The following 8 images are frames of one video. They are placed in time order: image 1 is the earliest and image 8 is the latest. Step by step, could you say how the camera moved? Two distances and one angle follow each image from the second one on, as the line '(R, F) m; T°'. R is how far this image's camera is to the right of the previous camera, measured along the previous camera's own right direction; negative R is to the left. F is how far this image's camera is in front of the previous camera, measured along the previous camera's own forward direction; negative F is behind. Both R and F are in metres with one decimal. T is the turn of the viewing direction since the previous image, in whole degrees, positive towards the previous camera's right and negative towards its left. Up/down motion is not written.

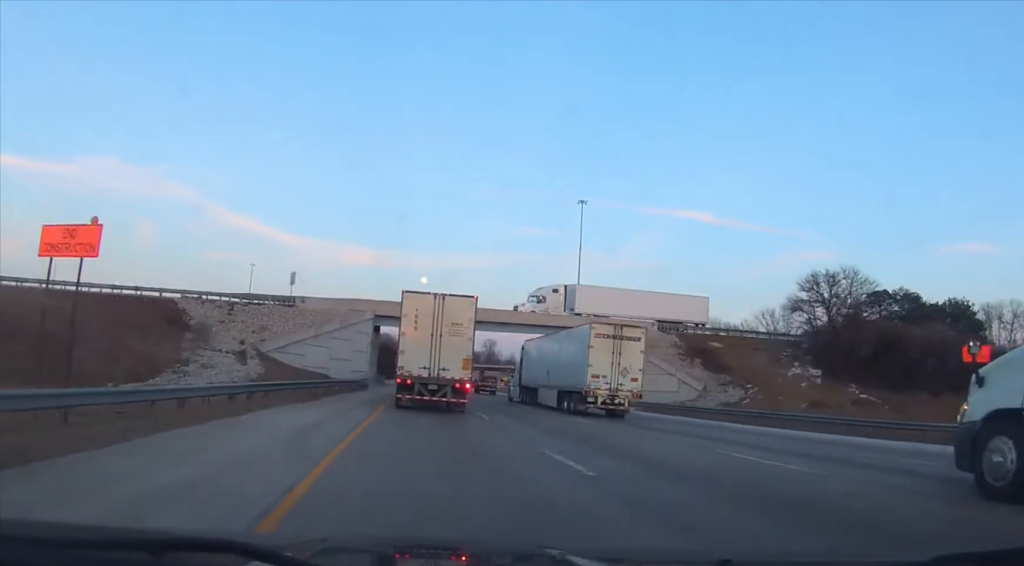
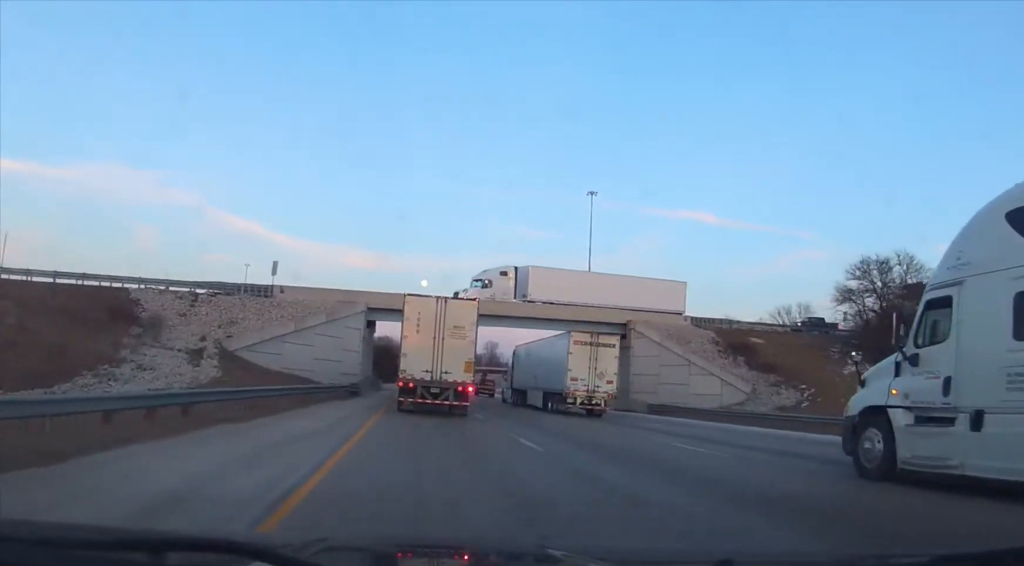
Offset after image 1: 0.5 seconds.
(-0.2, +9.0) m; 0°
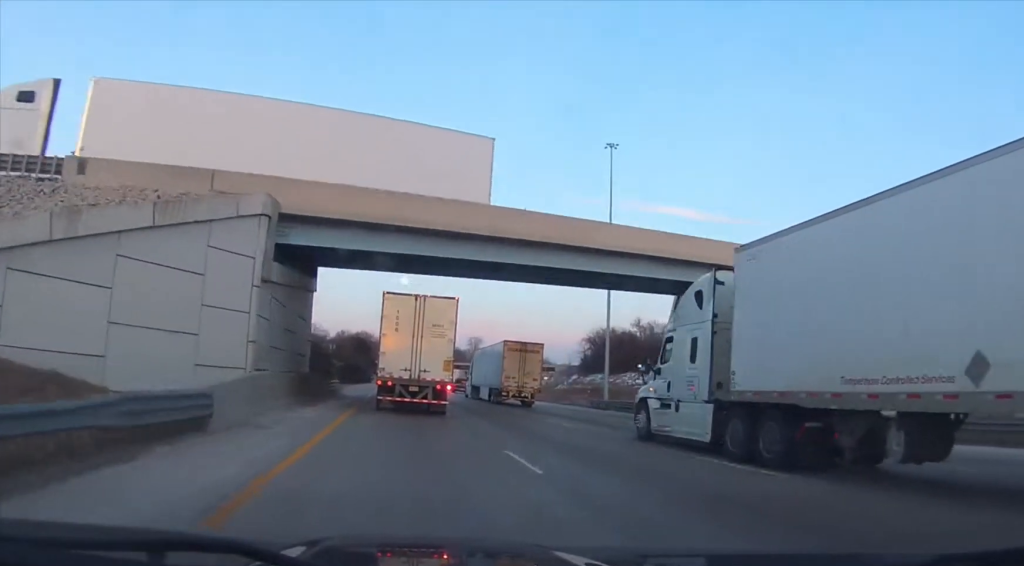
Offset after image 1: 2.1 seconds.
(+0.4, +28.9) m; +1°
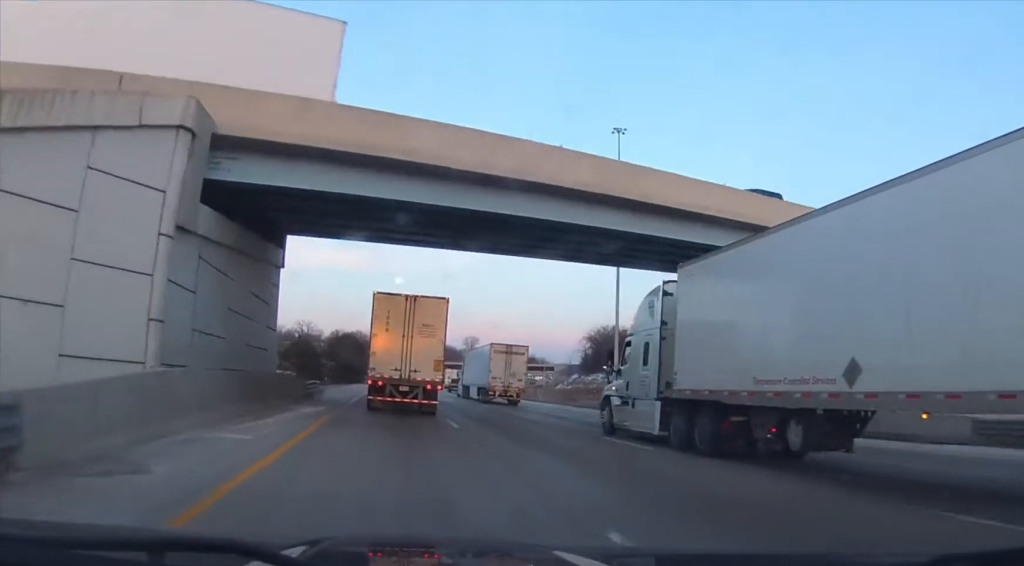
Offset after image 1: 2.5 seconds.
(0.0, +7.4) m; 0°
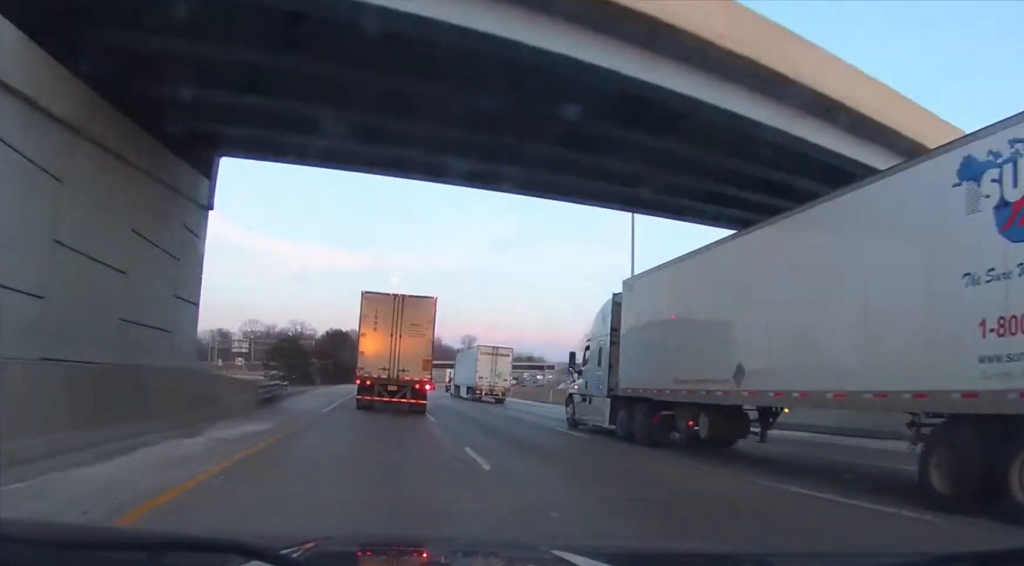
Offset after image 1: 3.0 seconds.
(+0.1, +9.2) m; 0°
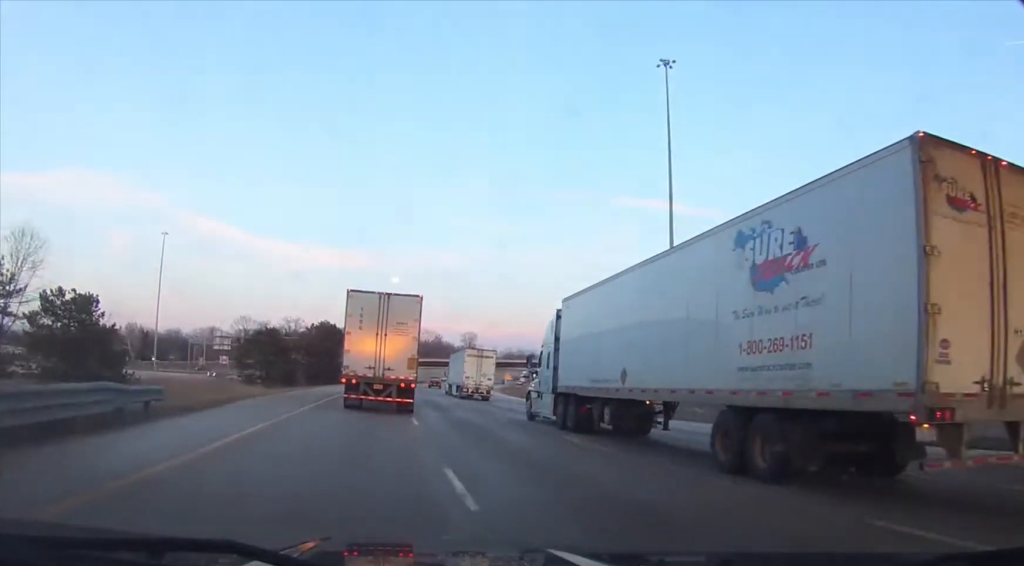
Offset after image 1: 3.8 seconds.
(+0.1, +15.4) m; +1°
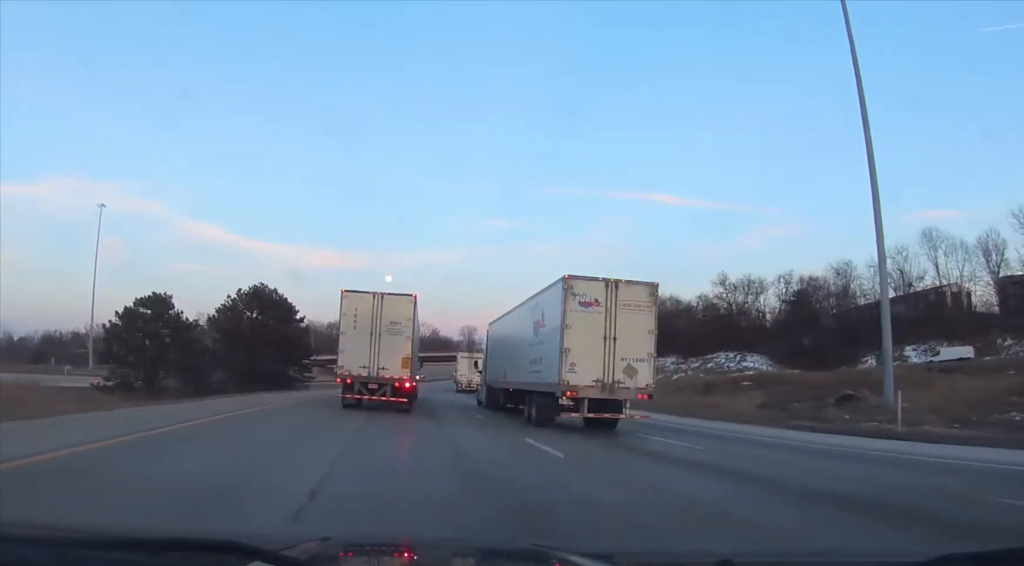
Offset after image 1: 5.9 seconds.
(+0.3, +39.8) m; +1°
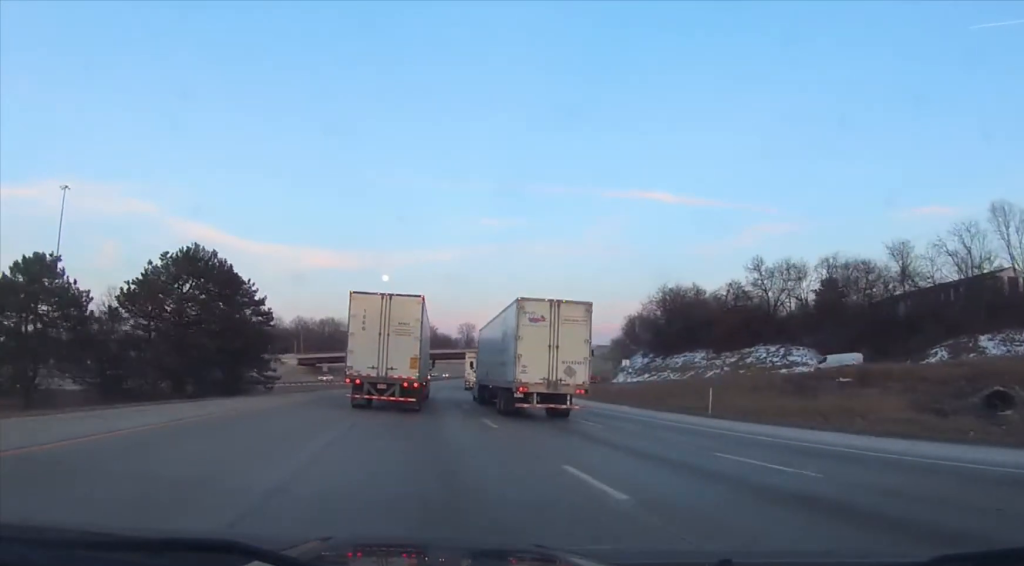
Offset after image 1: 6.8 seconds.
(0.0, +17.8) m; 0°
